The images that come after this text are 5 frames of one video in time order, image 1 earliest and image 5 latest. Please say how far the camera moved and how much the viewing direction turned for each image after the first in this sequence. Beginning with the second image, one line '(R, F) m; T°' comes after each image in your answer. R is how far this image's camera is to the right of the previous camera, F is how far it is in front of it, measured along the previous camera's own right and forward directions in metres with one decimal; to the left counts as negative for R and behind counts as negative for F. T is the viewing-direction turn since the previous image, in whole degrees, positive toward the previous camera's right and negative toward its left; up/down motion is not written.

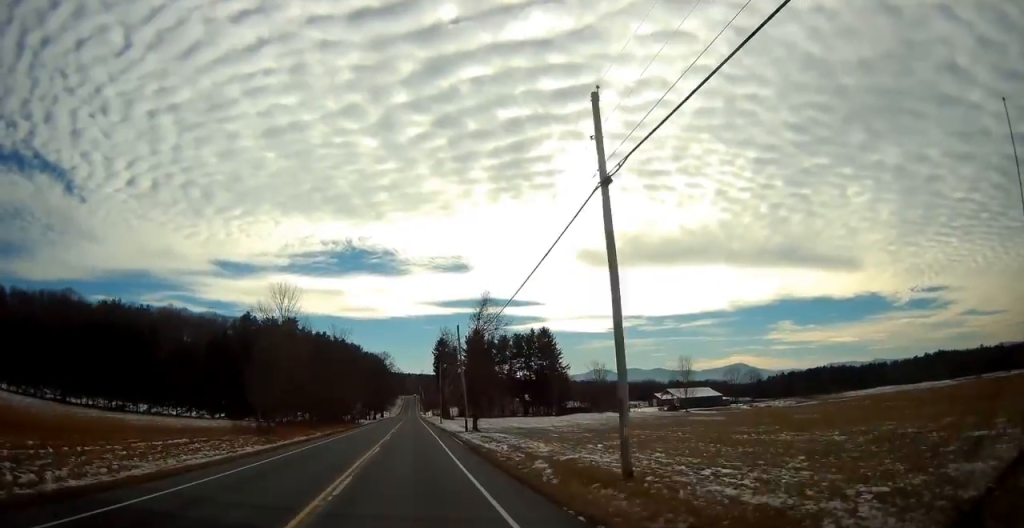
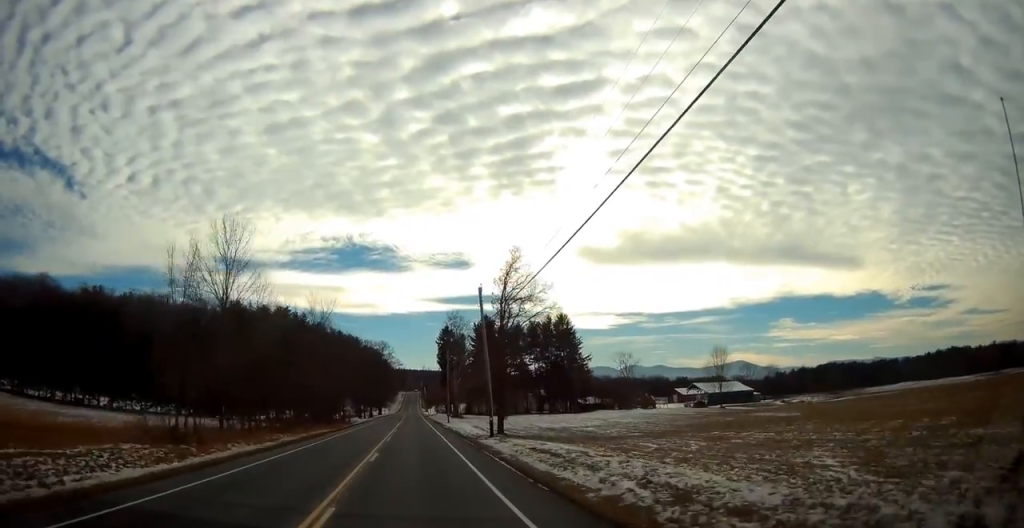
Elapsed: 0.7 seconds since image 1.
(-0.3, +17.2) m; 0°
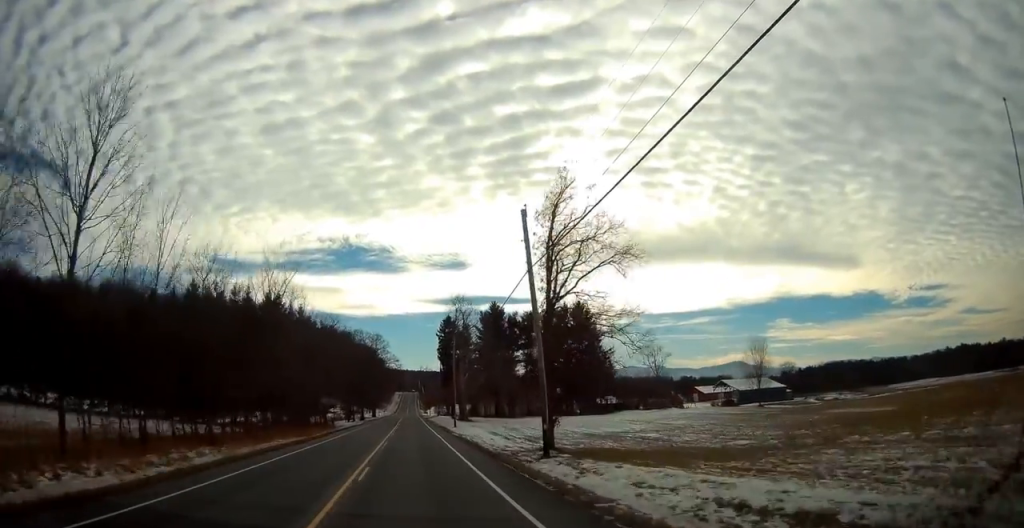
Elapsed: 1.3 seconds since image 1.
(+0.1, +17.2) m; 0°
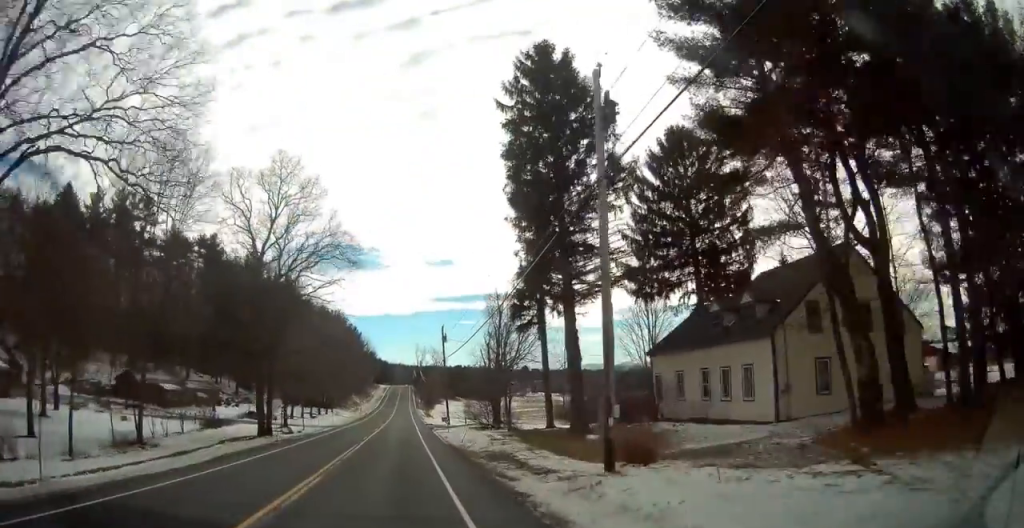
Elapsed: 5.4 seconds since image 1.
(+1.4, +102.5) m; 0°
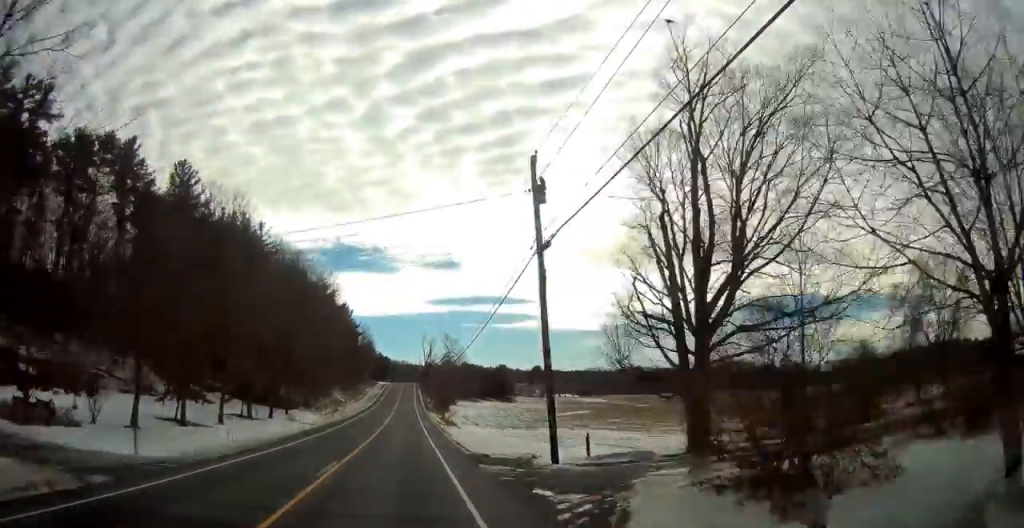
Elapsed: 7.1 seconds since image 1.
(0.0, +43.5) m; 0°
